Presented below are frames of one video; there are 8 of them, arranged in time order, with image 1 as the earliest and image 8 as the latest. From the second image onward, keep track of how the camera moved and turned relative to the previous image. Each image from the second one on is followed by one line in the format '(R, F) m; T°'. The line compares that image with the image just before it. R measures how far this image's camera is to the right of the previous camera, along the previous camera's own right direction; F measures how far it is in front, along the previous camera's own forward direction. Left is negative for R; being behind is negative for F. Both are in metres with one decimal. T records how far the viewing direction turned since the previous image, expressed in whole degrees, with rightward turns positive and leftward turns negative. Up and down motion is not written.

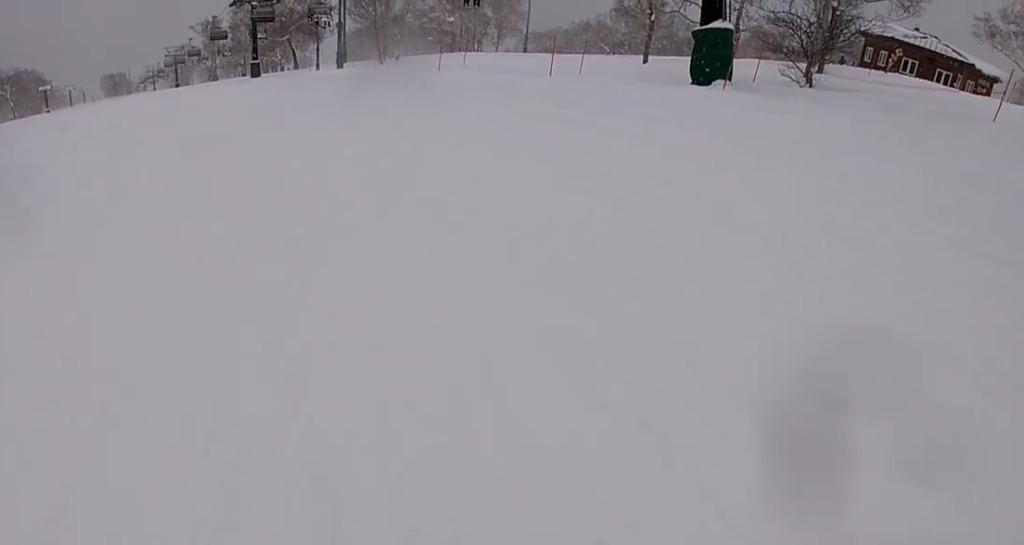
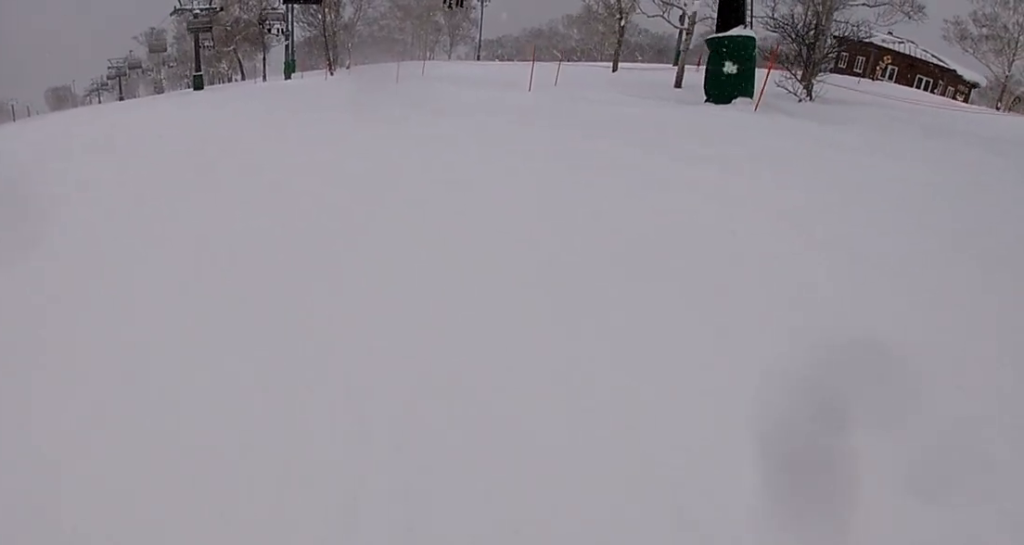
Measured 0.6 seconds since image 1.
(-0.2, +3.4) m; +5°
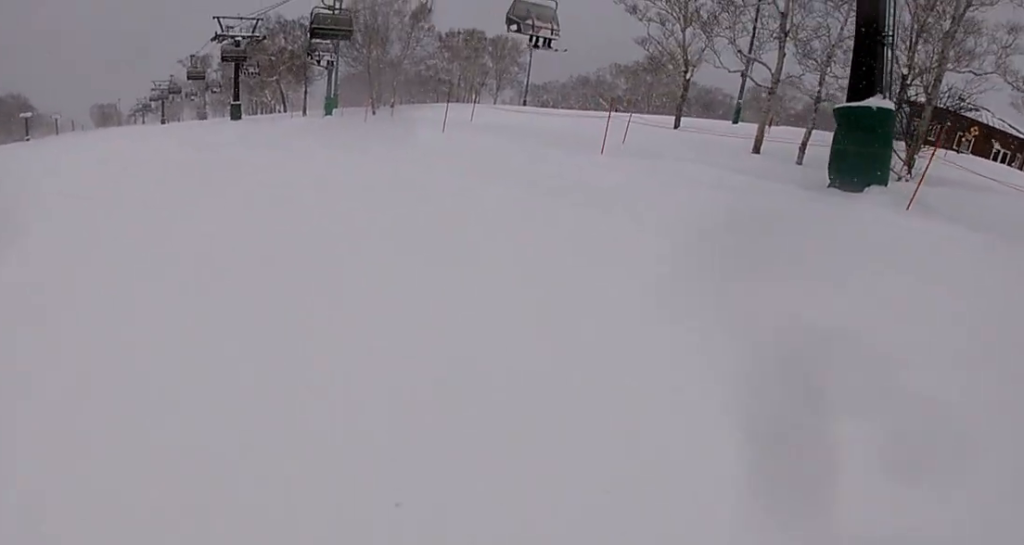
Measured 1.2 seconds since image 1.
(+0.4, +3.5) m; -4°
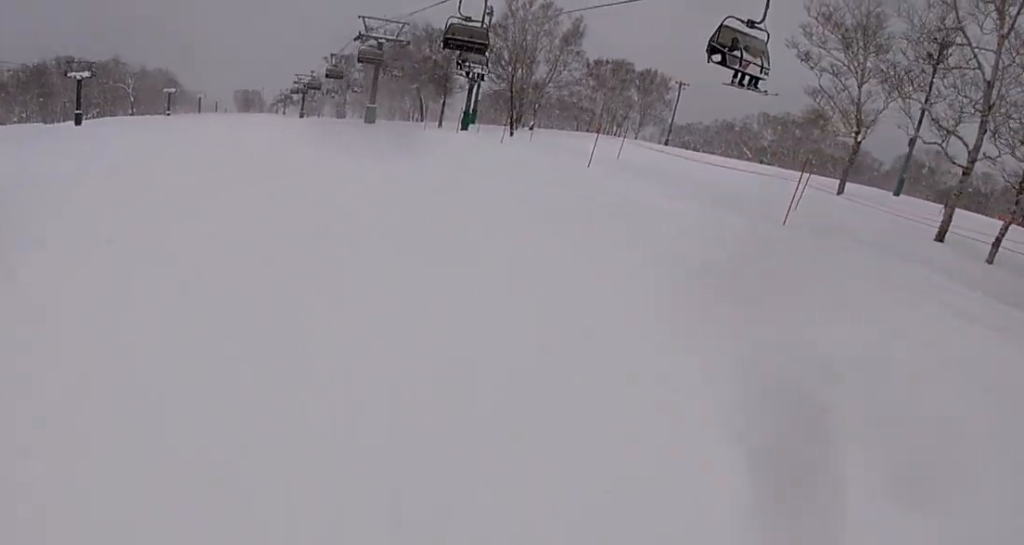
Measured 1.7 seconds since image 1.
(+0.4, +2.9) m; -6°
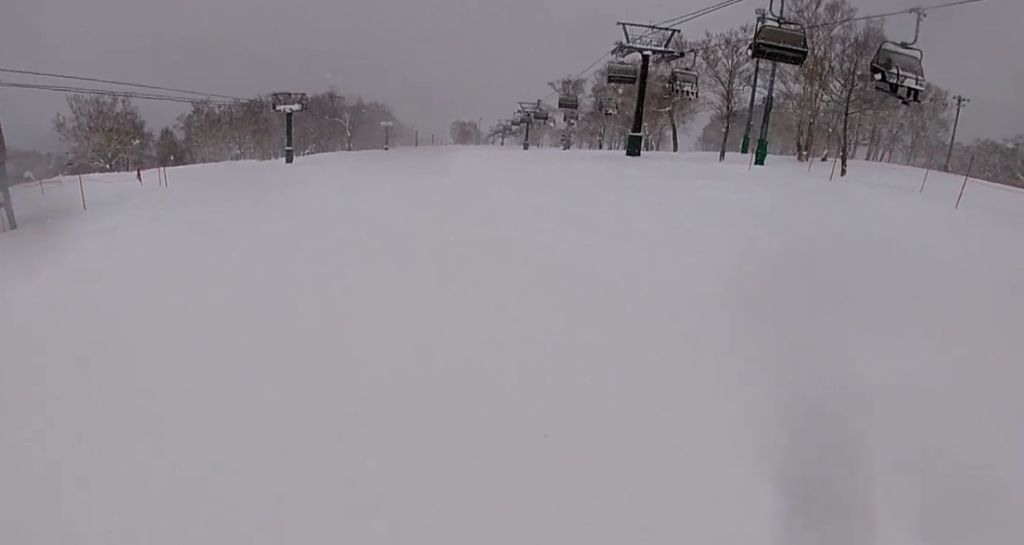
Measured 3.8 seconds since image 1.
(-5.0, +11.5) m; -21°
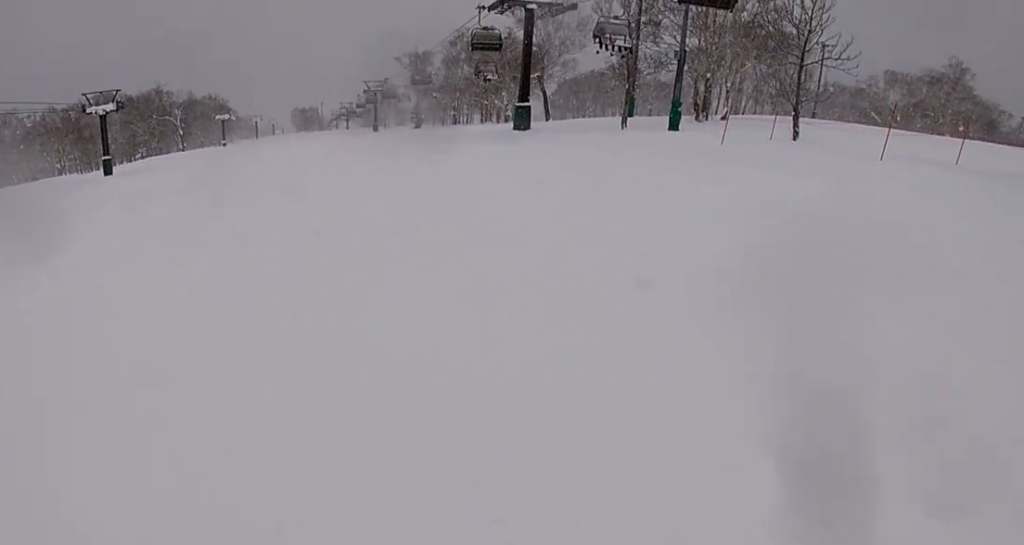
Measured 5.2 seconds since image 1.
(+2.1, +8.6) m; +23°
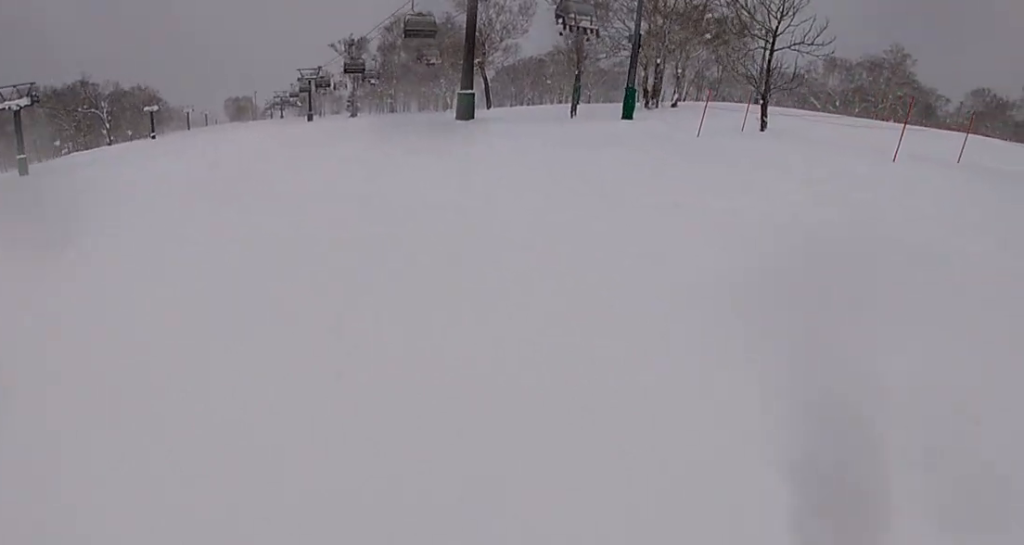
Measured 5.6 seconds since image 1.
(0.0, +2.9) m; +7°
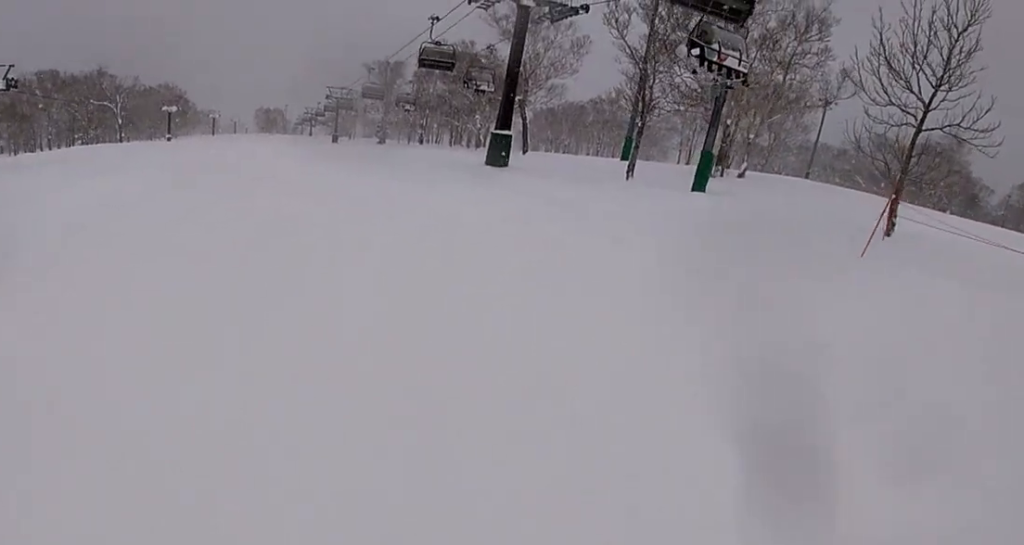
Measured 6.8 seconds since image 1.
(+0.7, +7.7) m; -9°
